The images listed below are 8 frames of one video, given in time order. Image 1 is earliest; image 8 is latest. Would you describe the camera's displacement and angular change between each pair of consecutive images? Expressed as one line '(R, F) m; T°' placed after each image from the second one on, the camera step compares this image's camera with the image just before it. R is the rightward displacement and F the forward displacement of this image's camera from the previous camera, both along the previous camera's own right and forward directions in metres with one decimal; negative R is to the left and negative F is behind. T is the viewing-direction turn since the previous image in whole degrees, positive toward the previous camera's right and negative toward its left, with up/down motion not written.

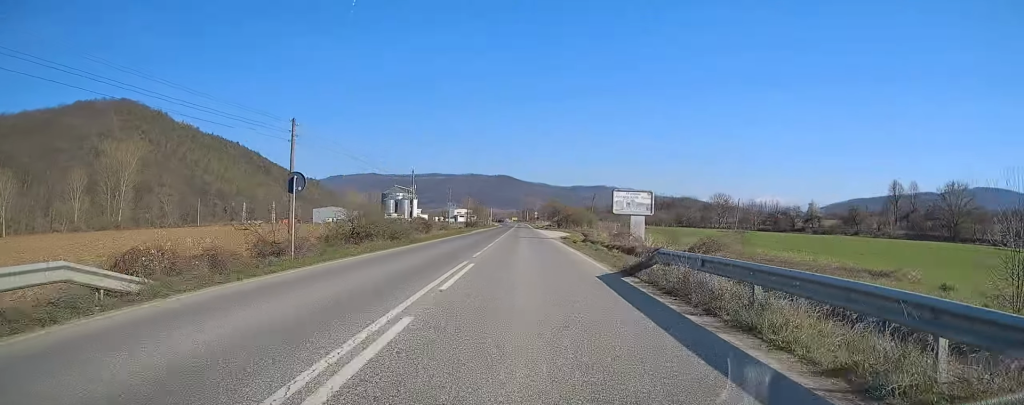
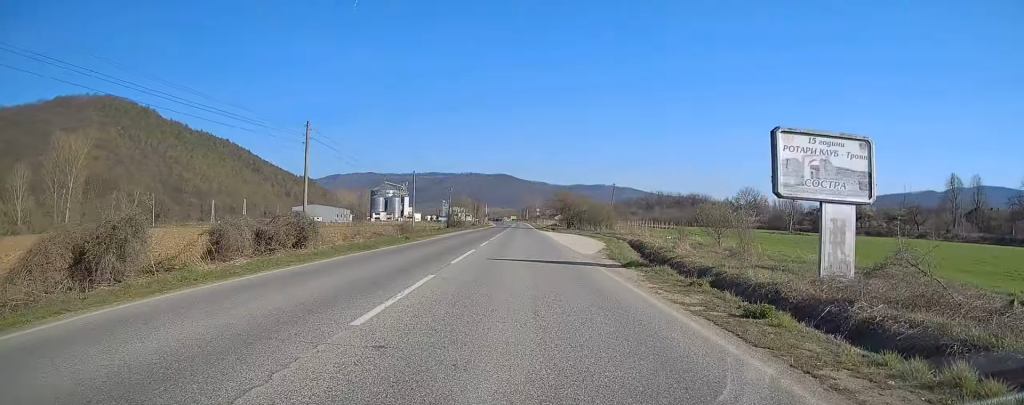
(+0.2, +30.5) m; 0°
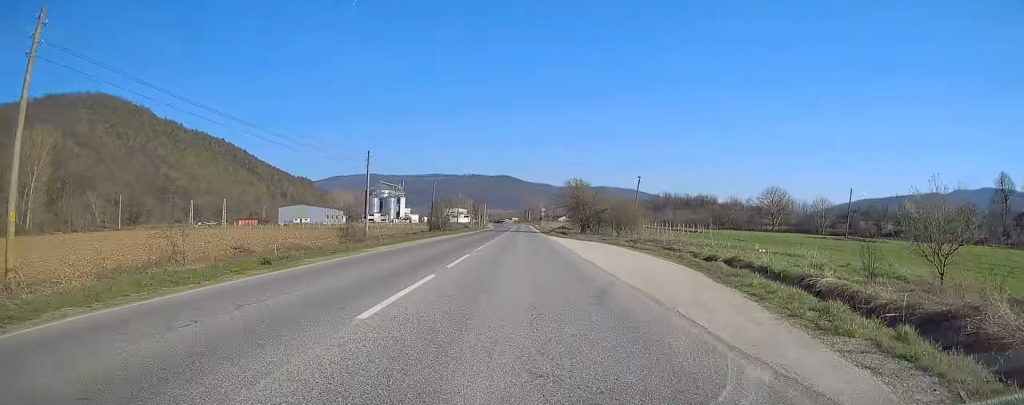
(0.0, +20.4) m; 0°
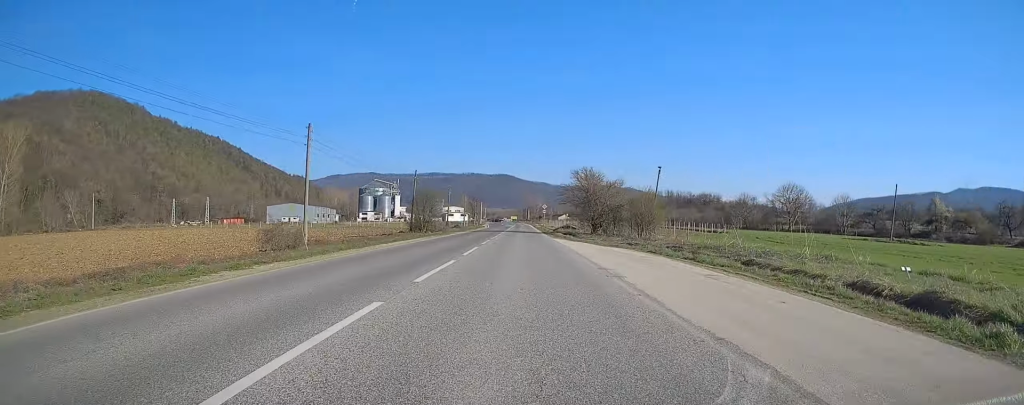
(0.0, +13.0) m; 0°
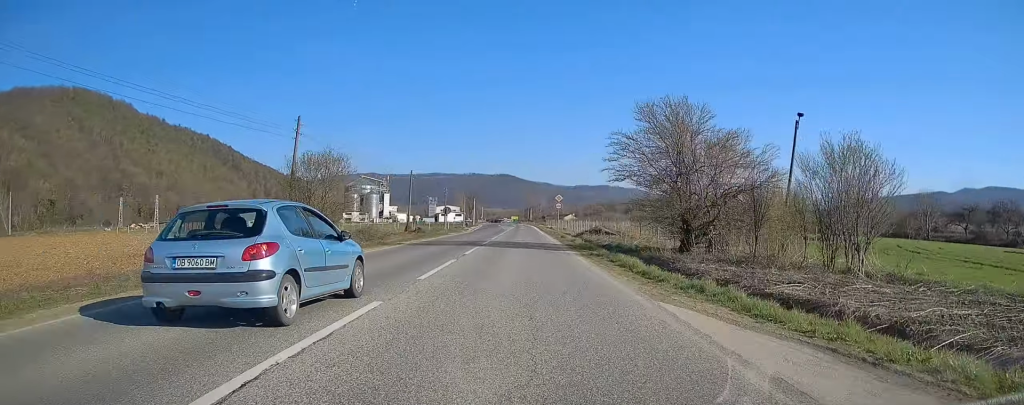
(+0.5, +35.6) m; +1°
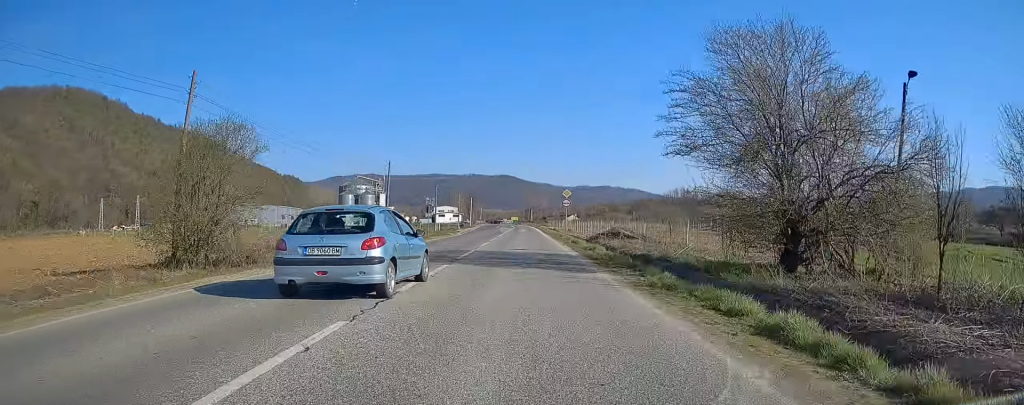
(+0.1, +11.0) m; 0°
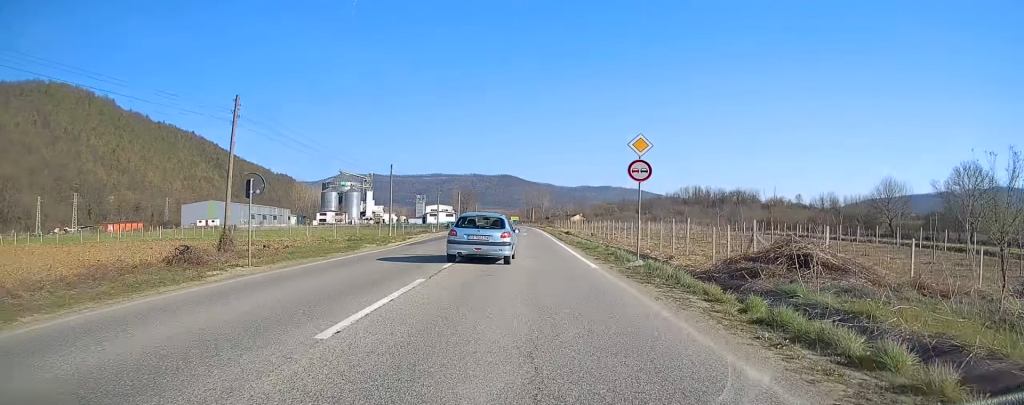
(-0.6, +30.6) m; -1°
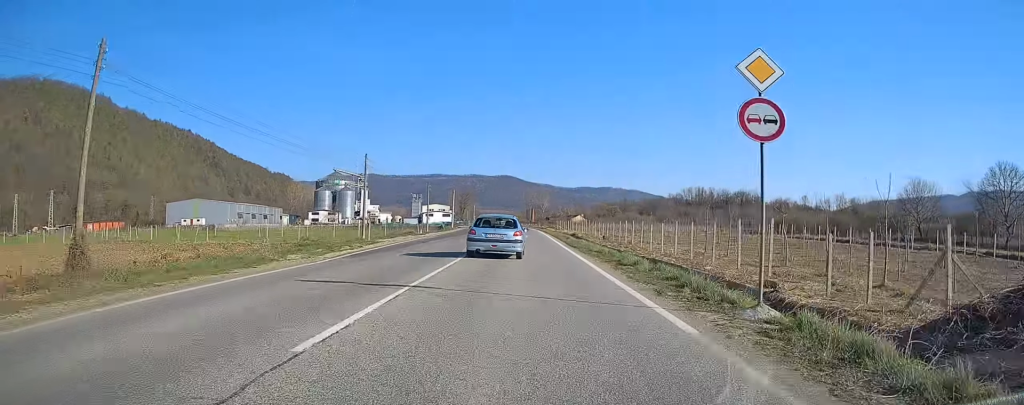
(0.0, +9.5) m; 0°
